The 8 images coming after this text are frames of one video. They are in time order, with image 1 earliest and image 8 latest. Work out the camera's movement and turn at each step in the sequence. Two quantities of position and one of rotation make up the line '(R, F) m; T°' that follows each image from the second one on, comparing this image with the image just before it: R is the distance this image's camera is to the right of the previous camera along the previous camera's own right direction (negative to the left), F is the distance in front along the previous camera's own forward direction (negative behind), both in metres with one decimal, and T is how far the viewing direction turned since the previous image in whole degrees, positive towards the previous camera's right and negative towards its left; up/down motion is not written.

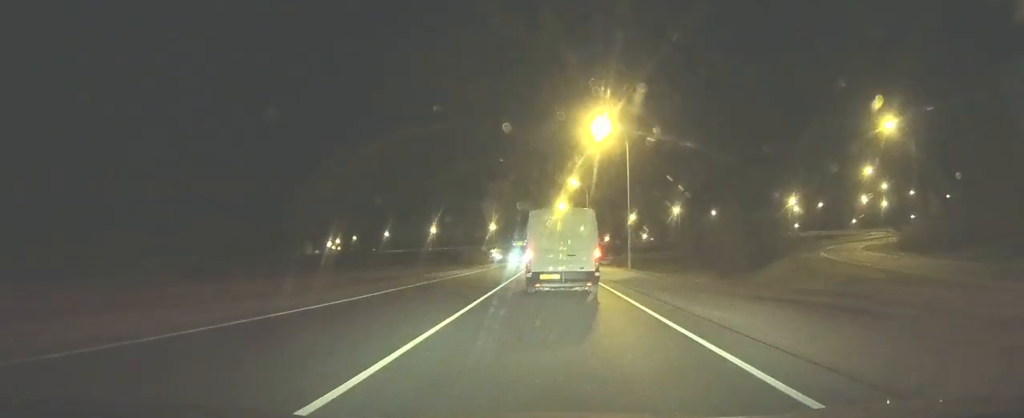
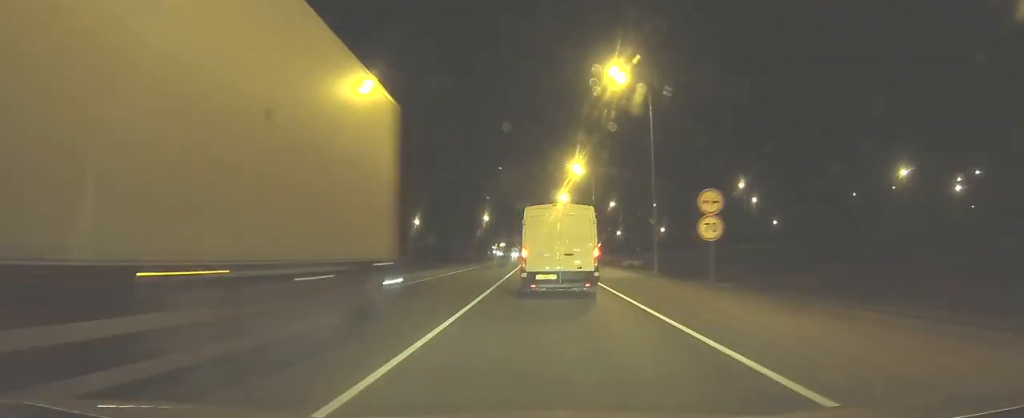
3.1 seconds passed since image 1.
(+0.3, +55.2) m; 0°
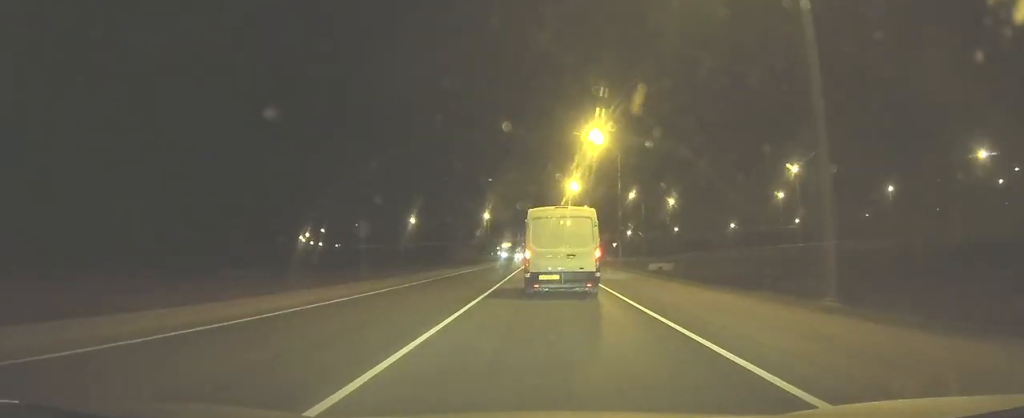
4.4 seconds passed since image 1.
(-0.1, +23.4) m; 0°
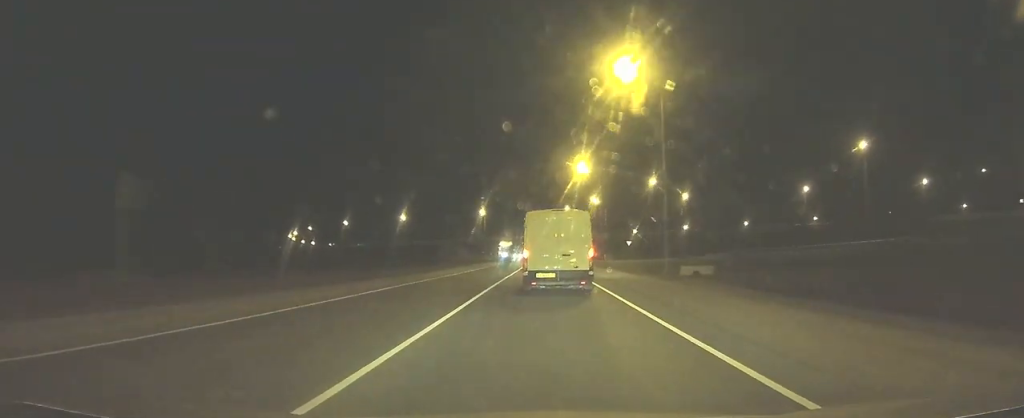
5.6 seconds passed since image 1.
(0.0, +21.6) m; 0°
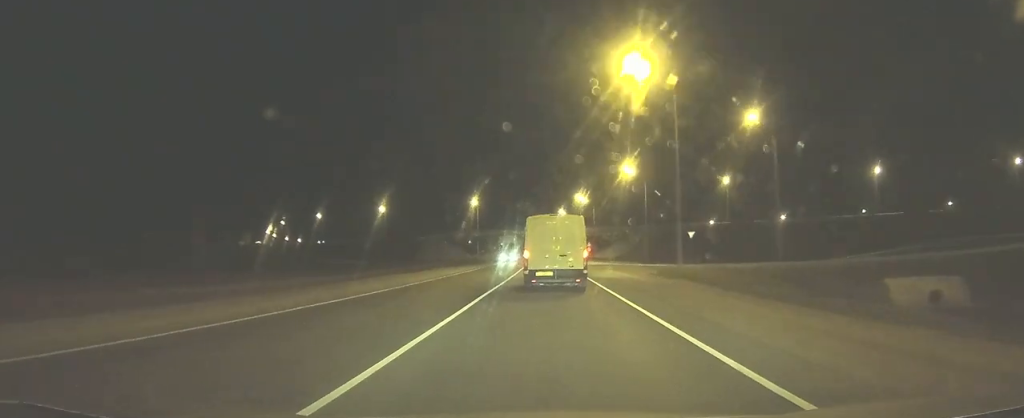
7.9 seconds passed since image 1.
(-0.1, +41.5) m; -1°
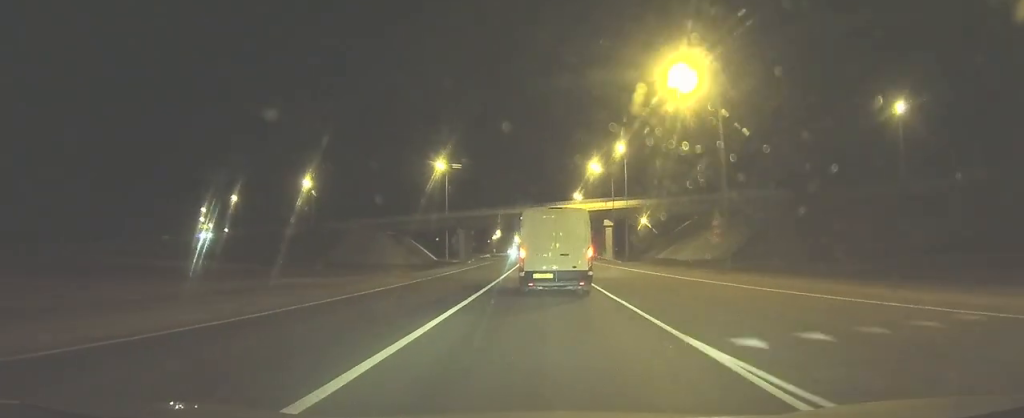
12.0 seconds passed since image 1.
(-1.3, +73.8) m; -2°
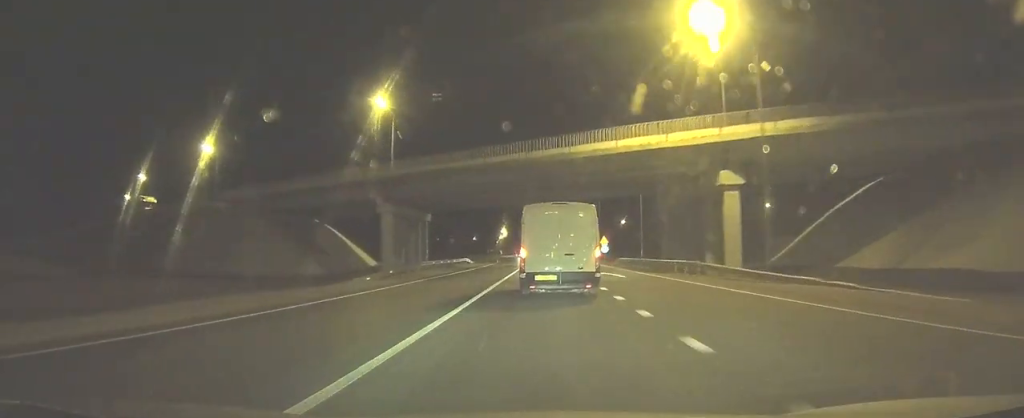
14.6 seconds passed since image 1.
(-0.7, +46.9) m; -1°
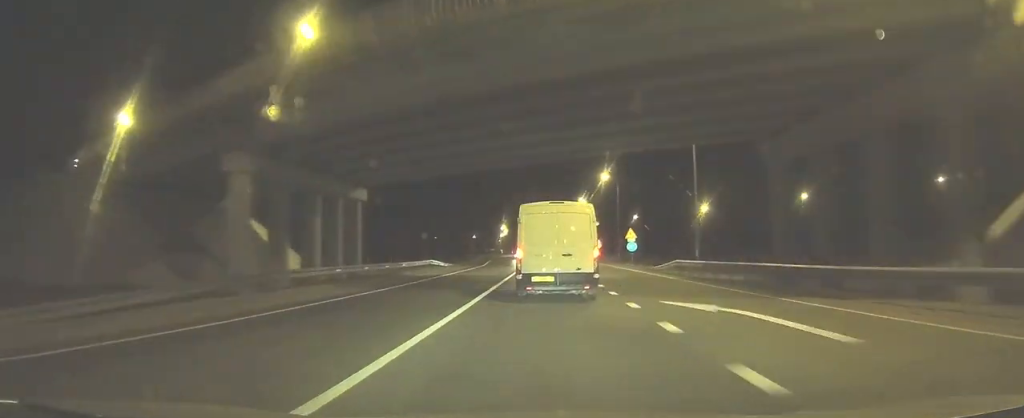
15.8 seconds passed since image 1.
(-0.1, +22.5) m; -1°
